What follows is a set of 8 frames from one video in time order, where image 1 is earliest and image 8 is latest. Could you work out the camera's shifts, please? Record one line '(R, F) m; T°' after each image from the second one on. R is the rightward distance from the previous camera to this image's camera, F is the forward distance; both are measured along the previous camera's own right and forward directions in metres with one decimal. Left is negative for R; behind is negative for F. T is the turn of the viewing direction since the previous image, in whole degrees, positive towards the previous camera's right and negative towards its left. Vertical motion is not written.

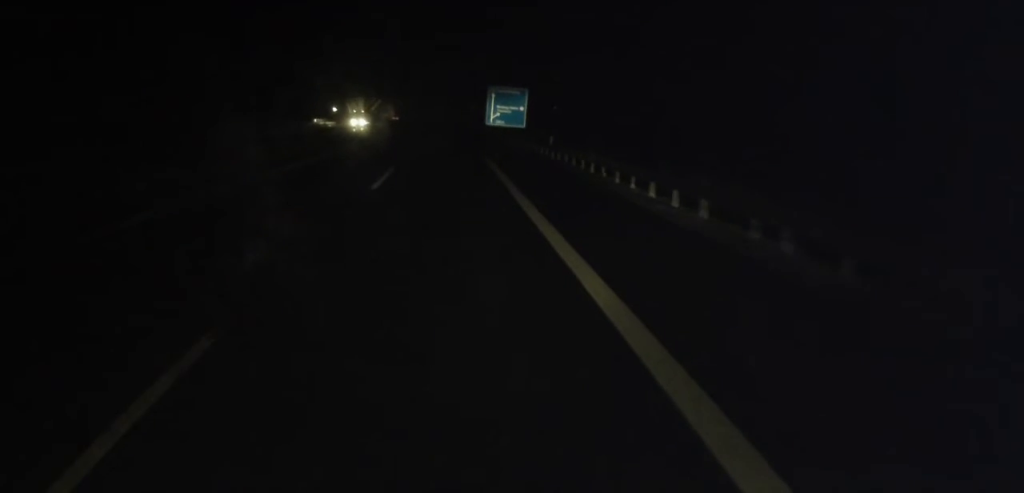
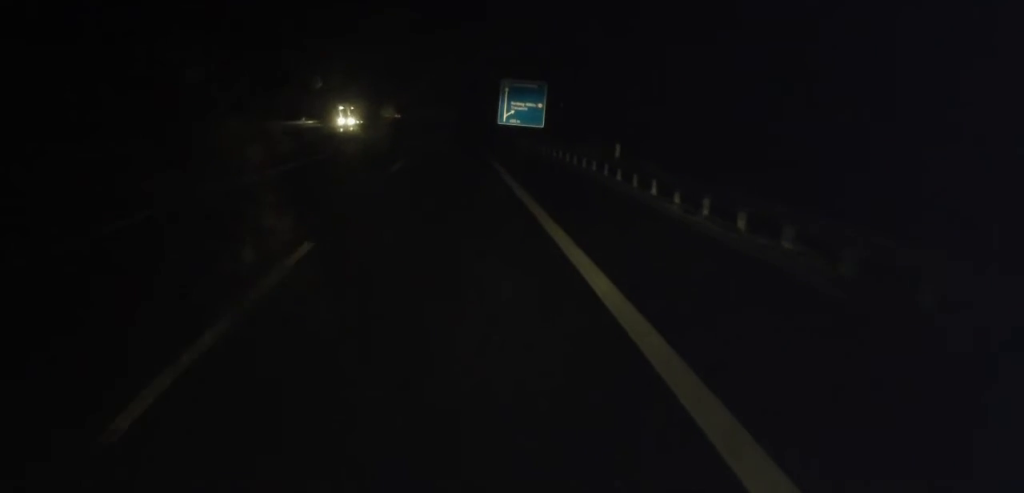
(-0.1, +13.8) m; -1°
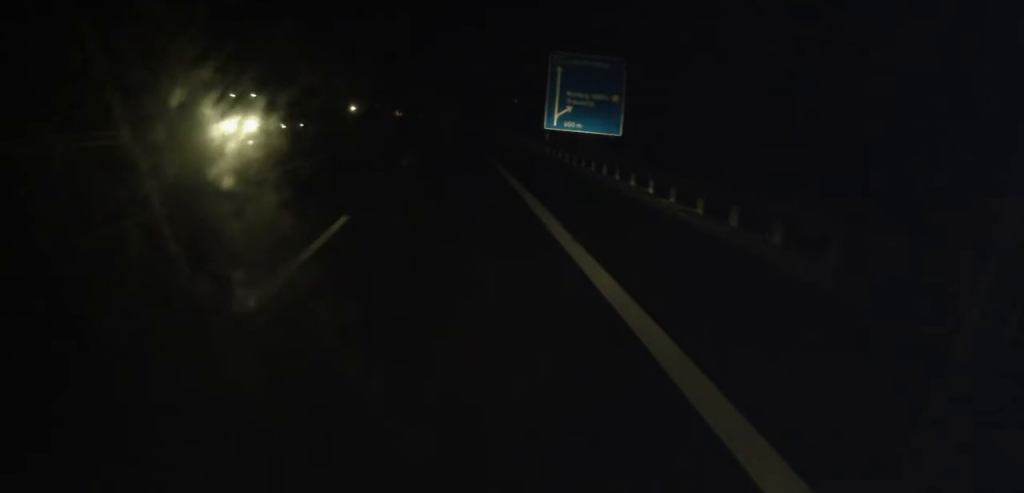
(-0.4, +32.9) m; -1°
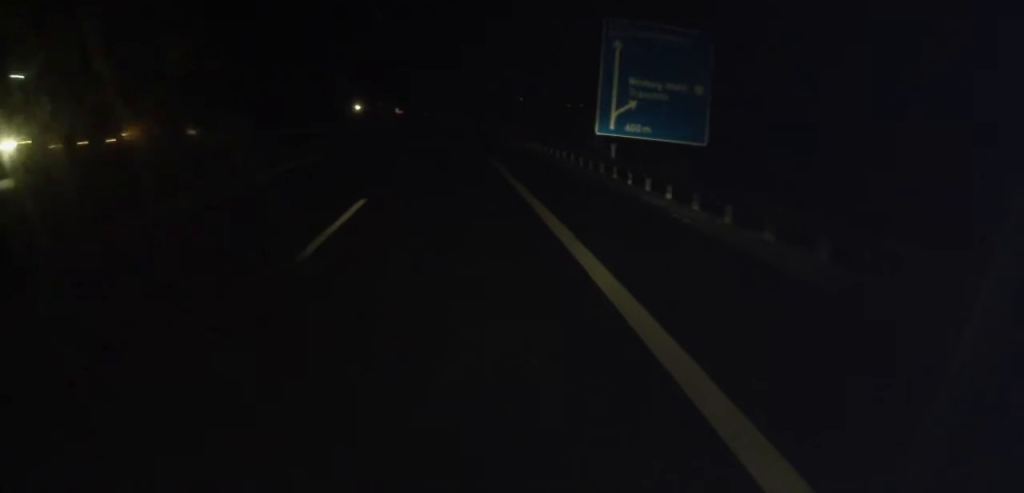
(-0.1, +15.6) m; 0°
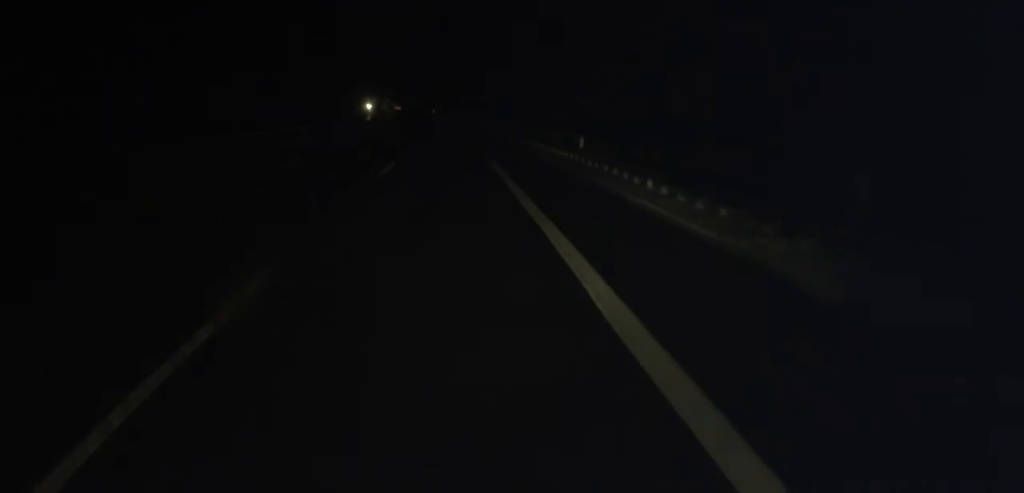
(+0.1, +43.0) m; -1°
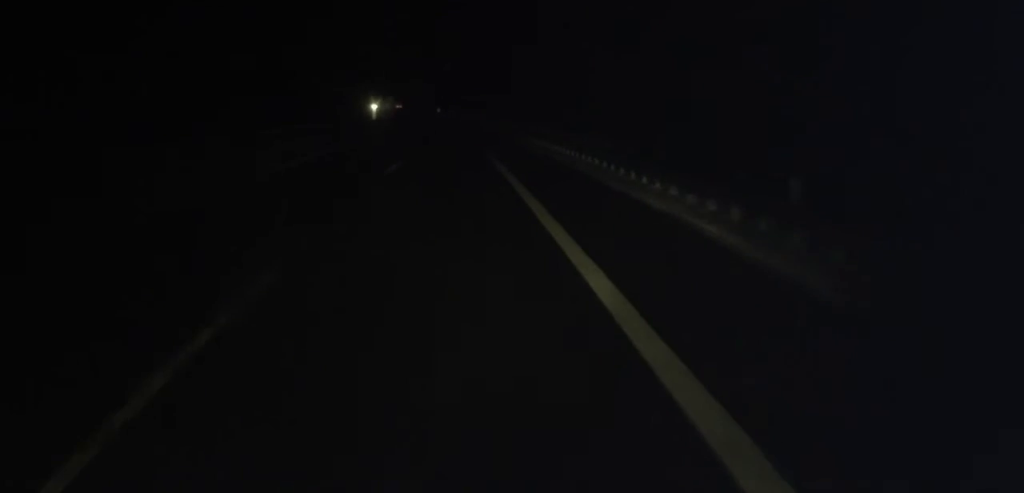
(-0.3, +18.3) m; -1°
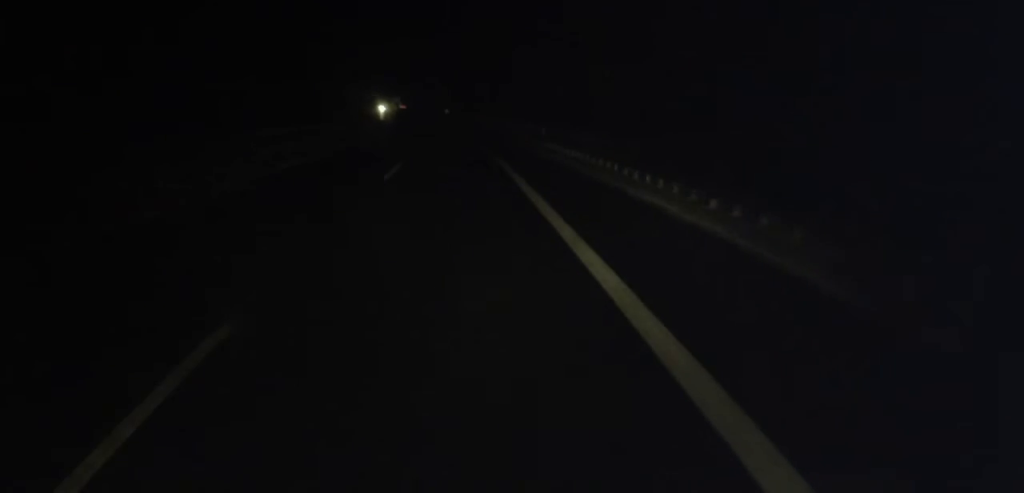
(0.0, +19.8) m; +1°
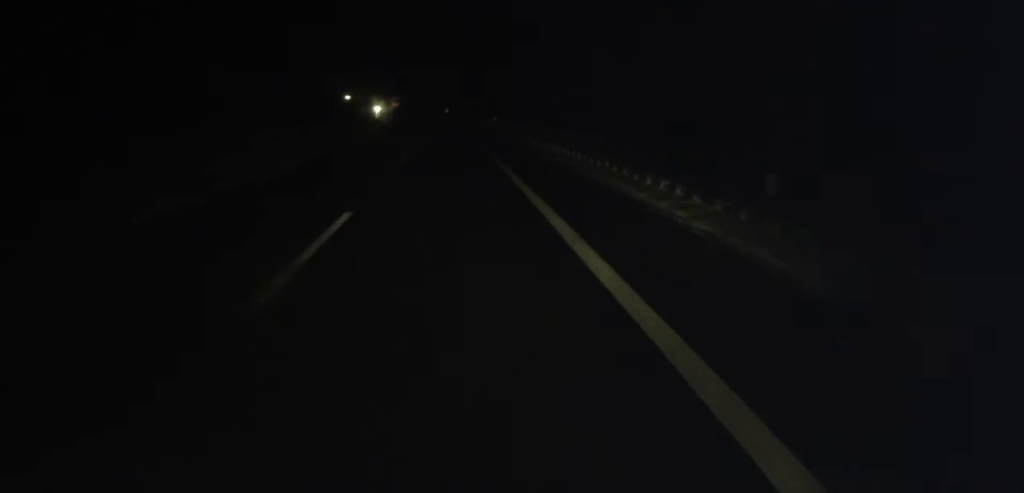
(-0.2, +29.8) m; -2°
